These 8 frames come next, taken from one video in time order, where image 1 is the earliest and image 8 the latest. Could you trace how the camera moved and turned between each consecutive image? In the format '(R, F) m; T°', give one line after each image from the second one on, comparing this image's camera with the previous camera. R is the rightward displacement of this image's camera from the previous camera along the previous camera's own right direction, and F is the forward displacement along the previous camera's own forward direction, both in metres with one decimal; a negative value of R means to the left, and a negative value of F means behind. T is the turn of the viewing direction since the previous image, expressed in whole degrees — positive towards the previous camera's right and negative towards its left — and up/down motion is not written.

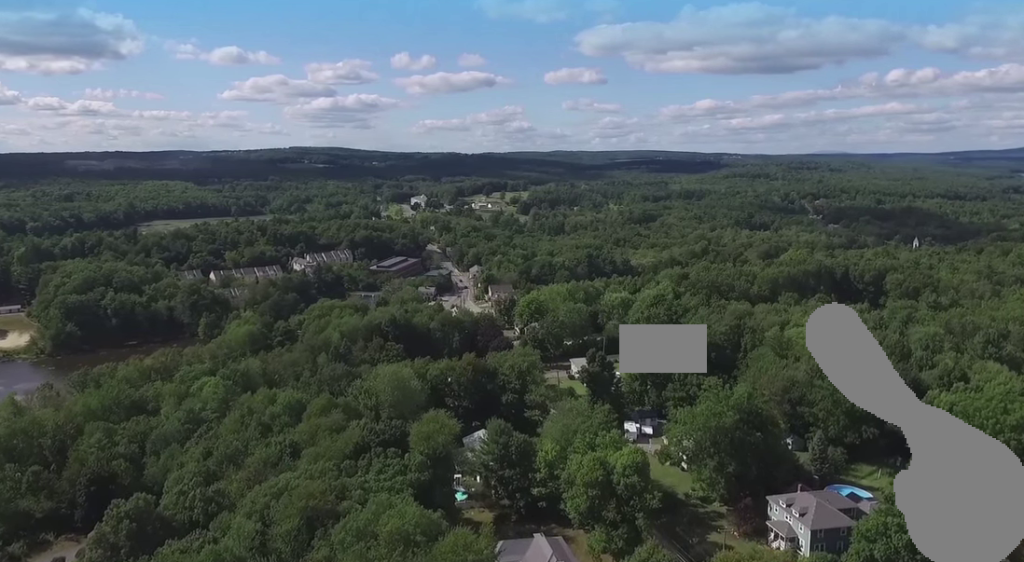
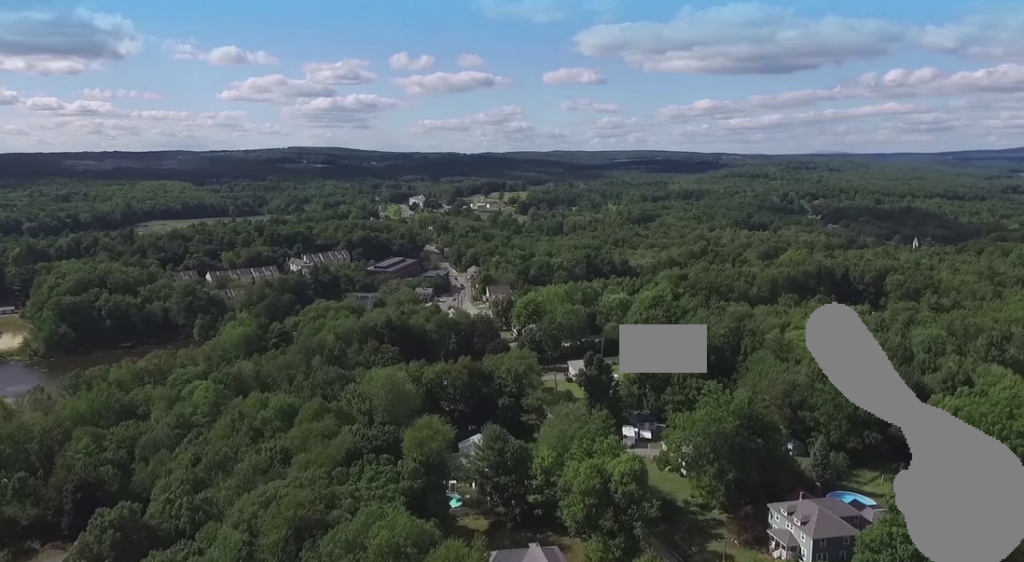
(0.0, +3.0) m; 0°
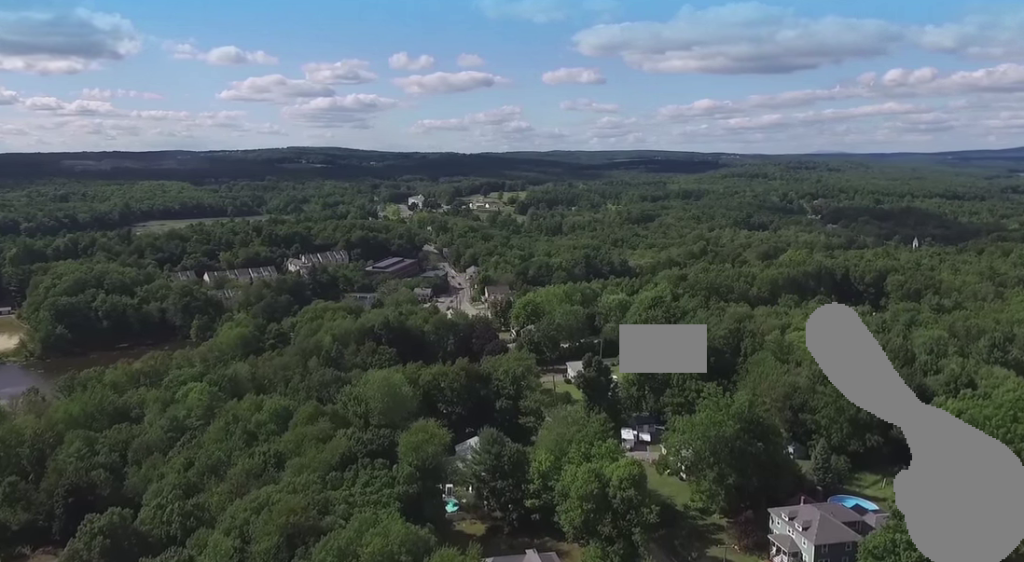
(0.0, +2.0) m; 0°
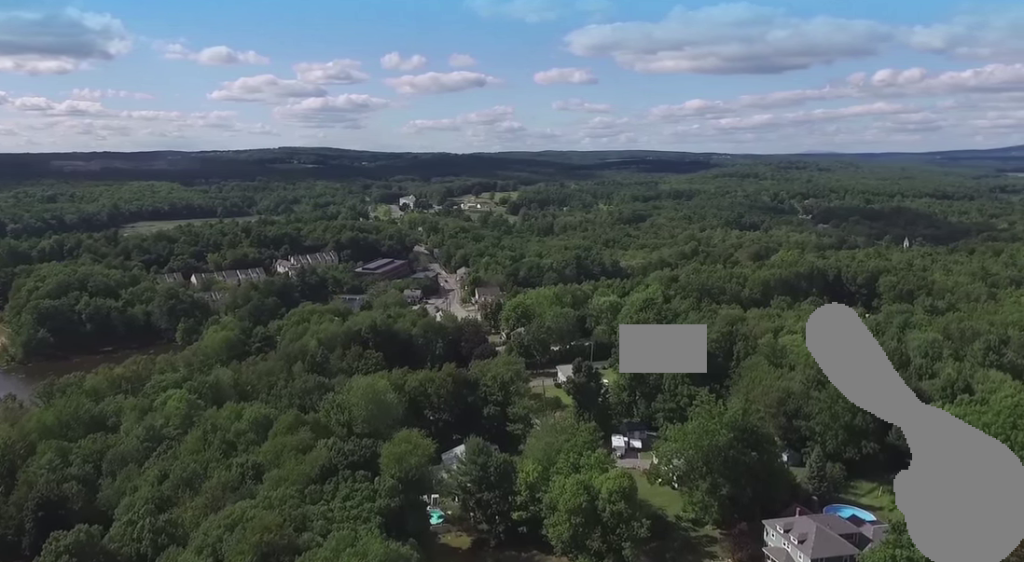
(0.0, +4.8) m; -1°
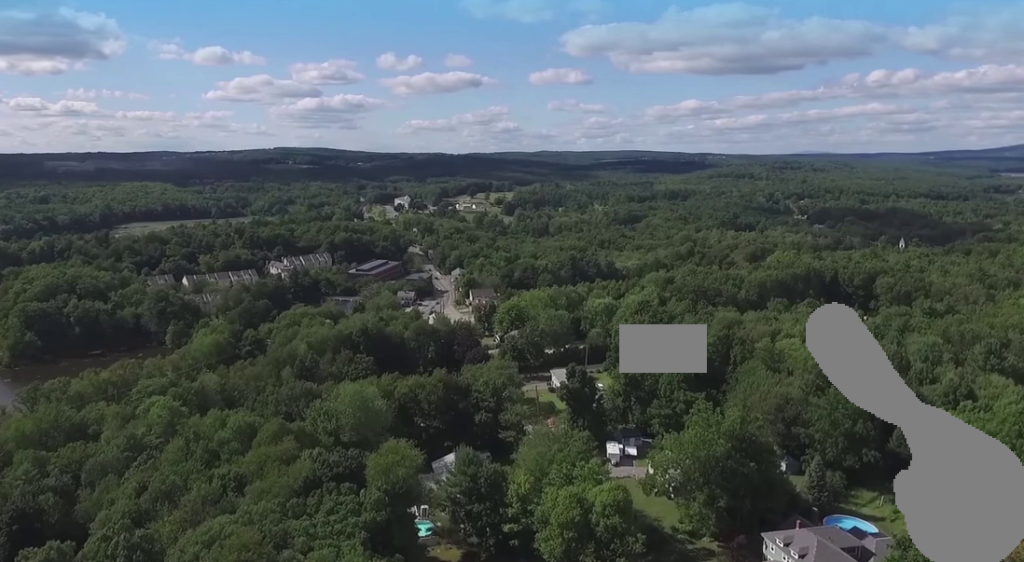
(0.0, +4.4) m; -1°
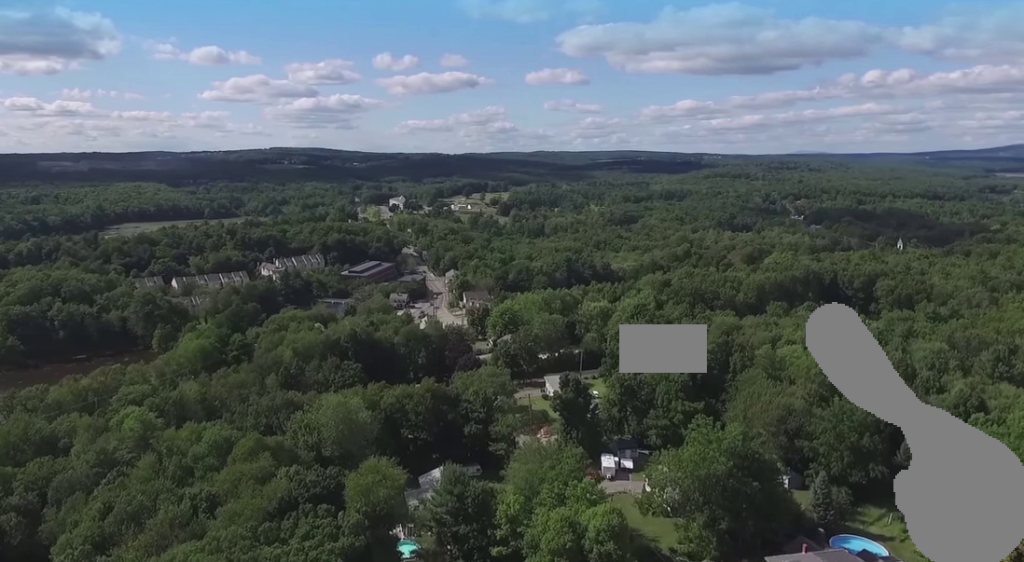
(-0.1, +7.3) m; -2°
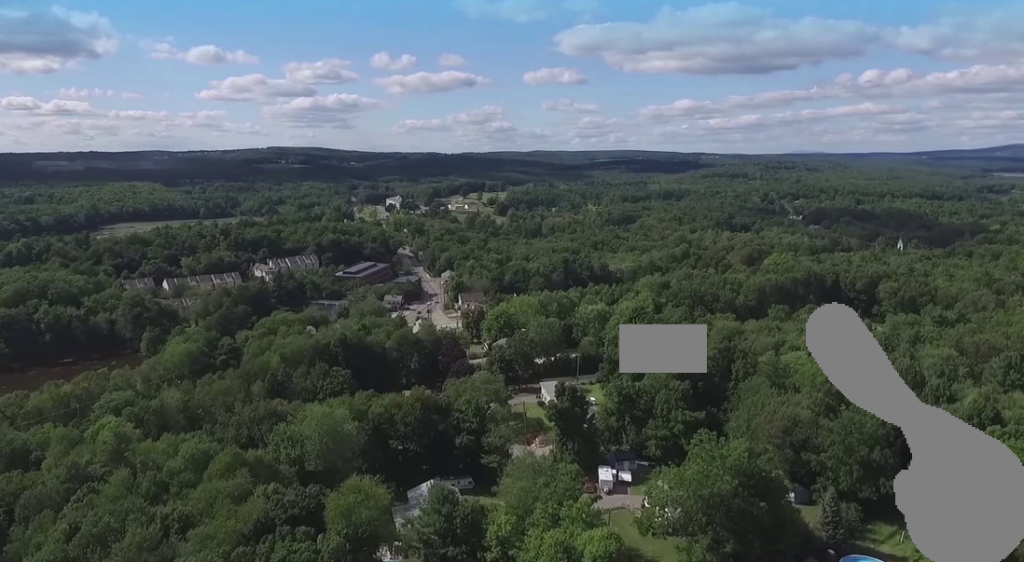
(0.0, +7.5) m; 0°
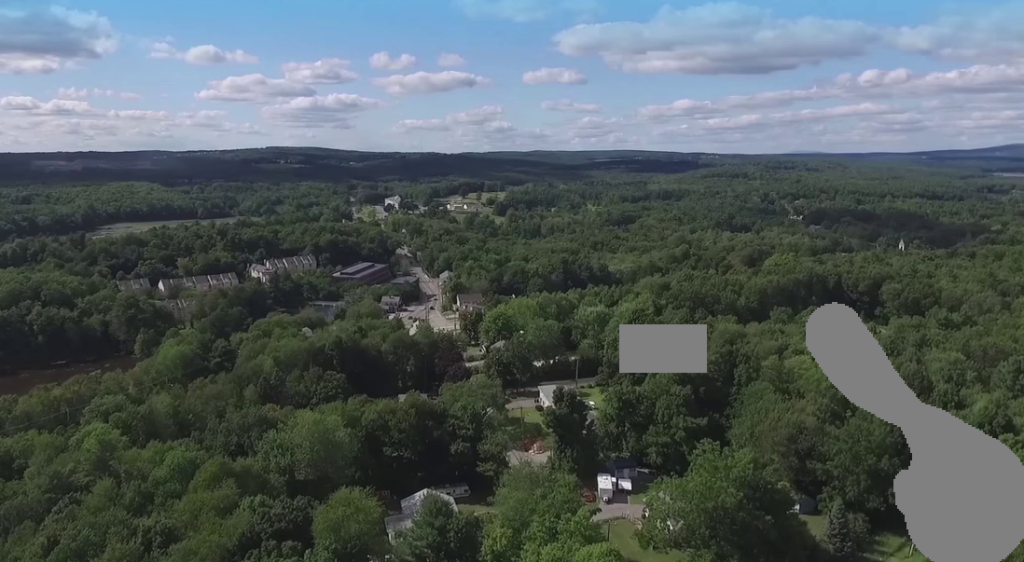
(0.0, +4.2) m; 0°
